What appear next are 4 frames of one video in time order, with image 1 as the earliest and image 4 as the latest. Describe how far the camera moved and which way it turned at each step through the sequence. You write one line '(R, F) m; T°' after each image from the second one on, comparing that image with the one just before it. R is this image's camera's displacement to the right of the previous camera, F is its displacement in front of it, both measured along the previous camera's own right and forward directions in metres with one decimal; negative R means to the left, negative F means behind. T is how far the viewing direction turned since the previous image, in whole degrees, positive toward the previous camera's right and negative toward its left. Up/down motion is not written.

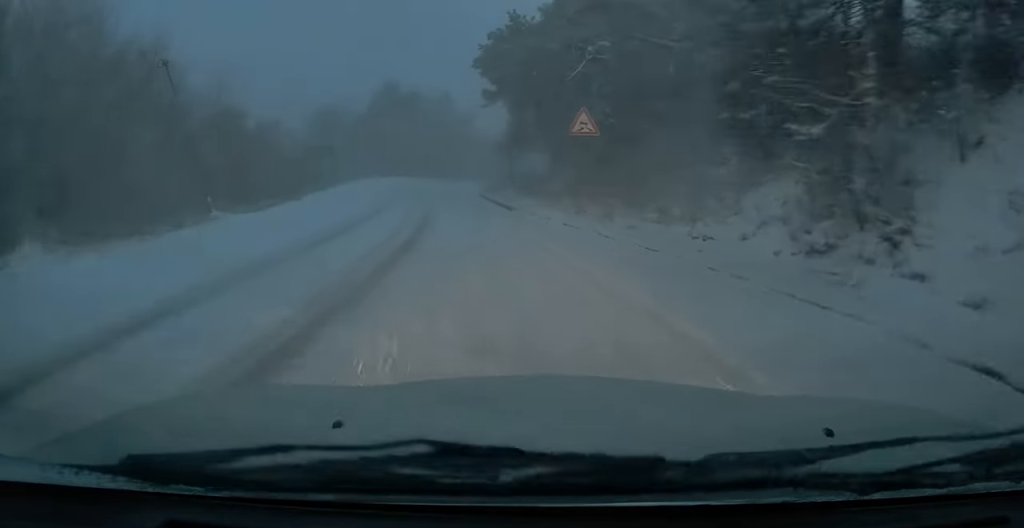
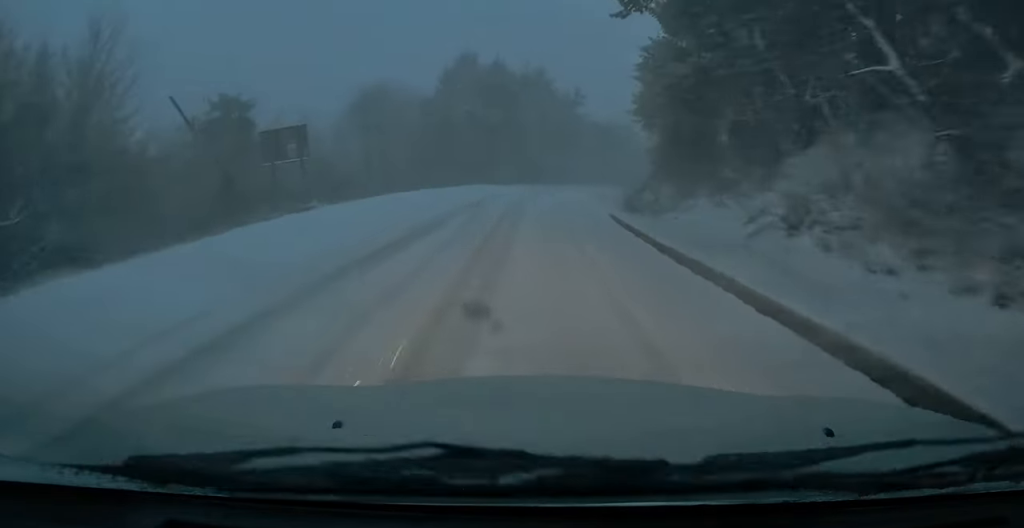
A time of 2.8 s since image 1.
(-1.5, +22.6) m; -3°
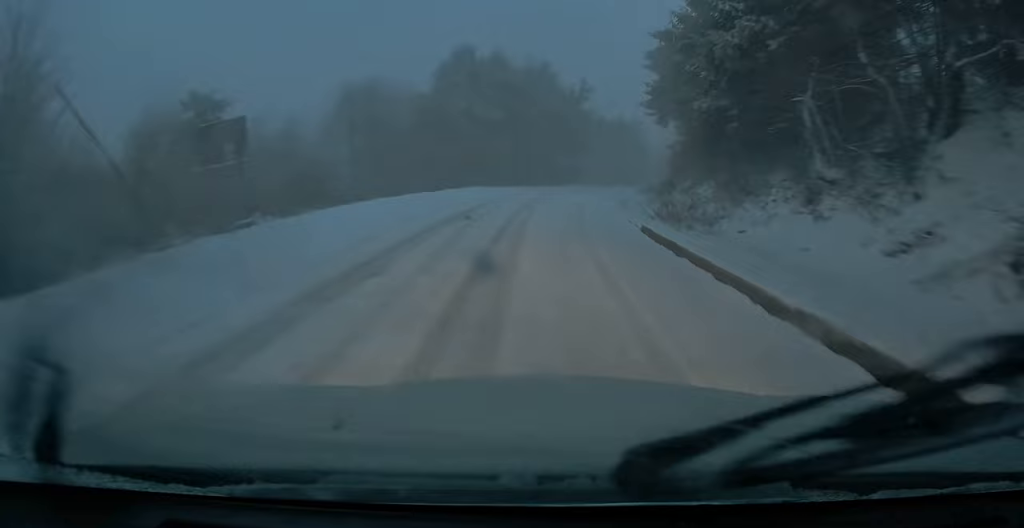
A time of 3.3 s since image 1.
(0.0, +4.5) m; +1°
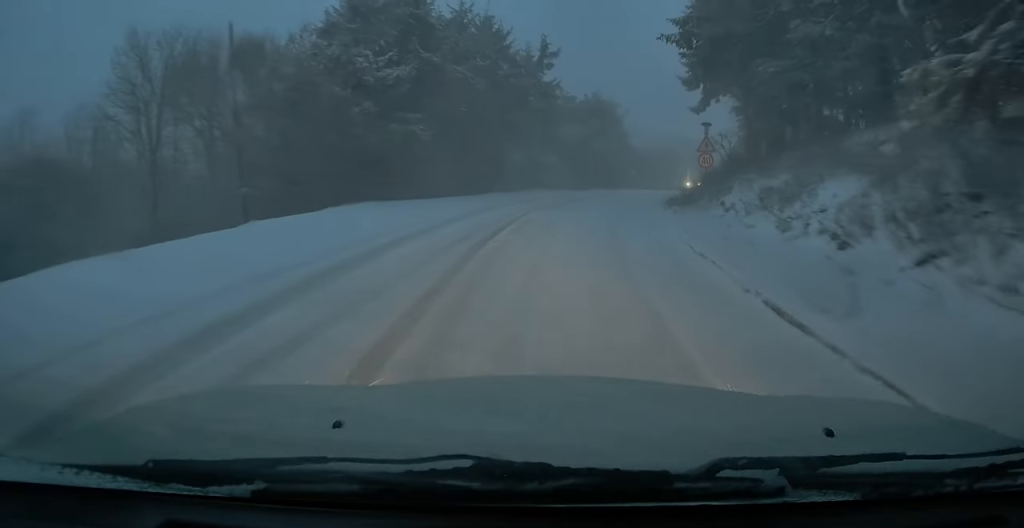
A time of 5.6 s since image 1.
(+1.2, +19.5) m; +8°
